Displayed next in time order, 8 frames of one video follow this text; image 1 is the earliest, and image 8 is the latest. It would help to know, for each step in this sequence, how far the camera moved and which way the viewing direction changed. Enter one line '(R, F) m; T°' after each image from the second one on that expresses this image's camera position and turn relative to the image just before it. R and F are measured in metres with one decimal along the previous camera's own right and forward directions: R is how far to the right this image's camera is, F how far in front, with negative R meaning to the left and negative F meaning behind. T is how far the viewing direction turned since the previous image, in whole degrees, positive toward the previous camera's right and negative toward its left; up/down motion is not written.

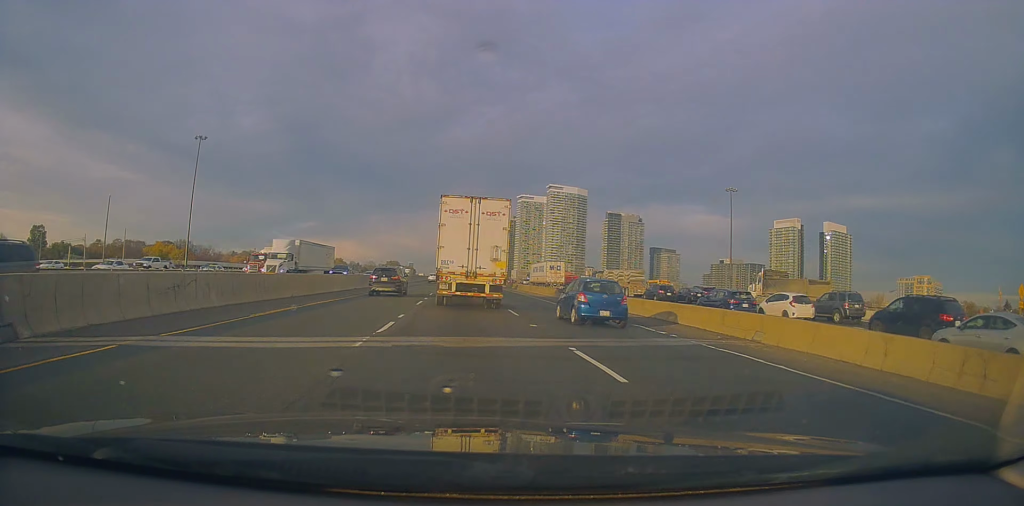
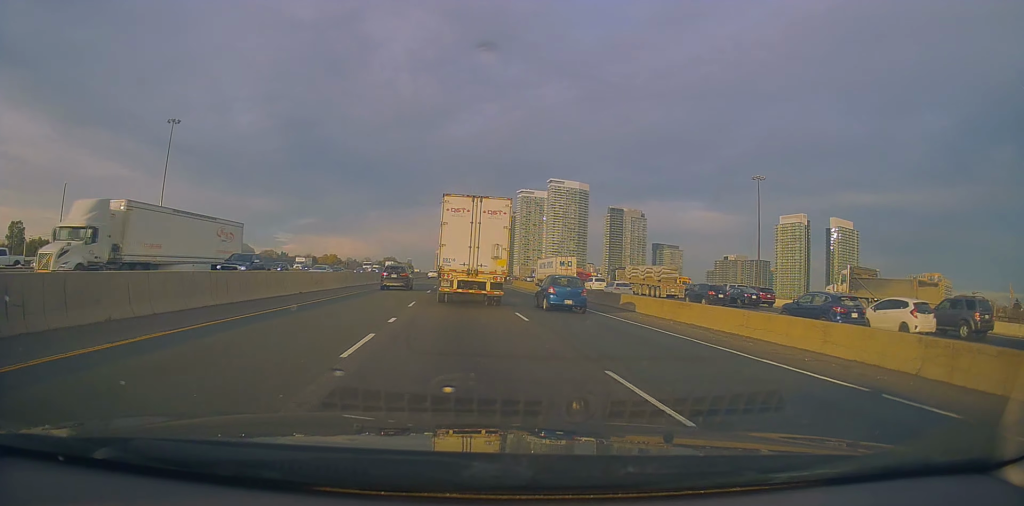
(-0.4, +14.7) m; +1°
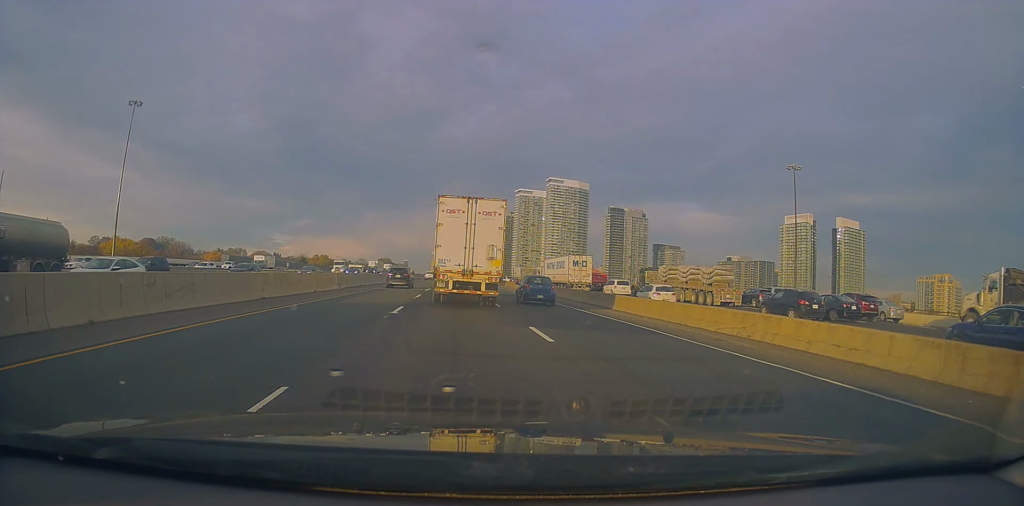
(+0.6, +16.7) m; +1°
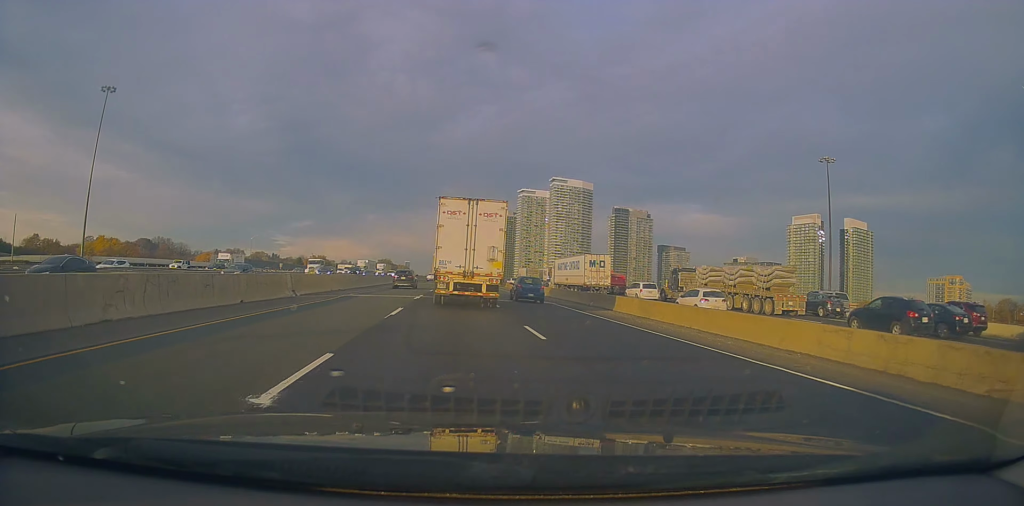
(+0.1, +11.4) m; 0°
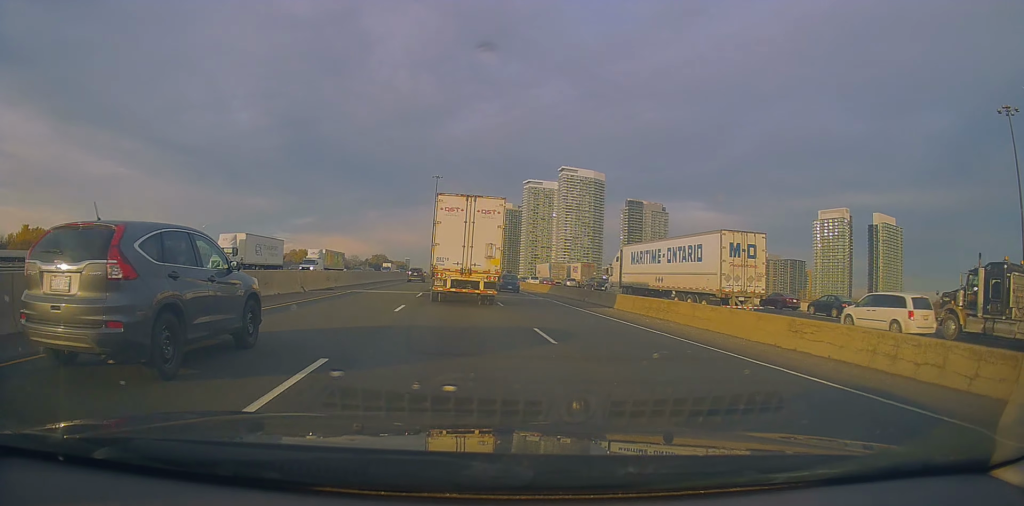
(-1.6, +45.2) m; -1°
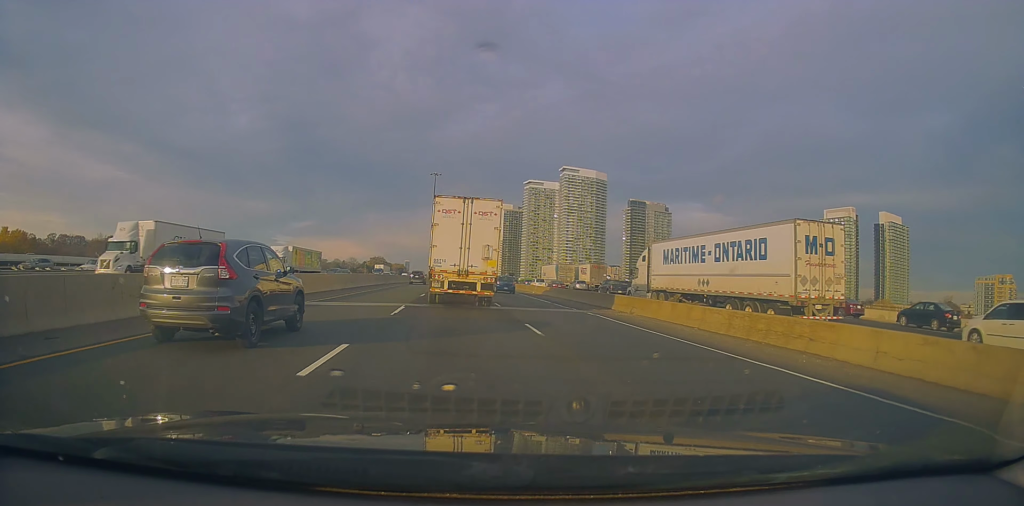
(+0.1, +10.1) m; +1°
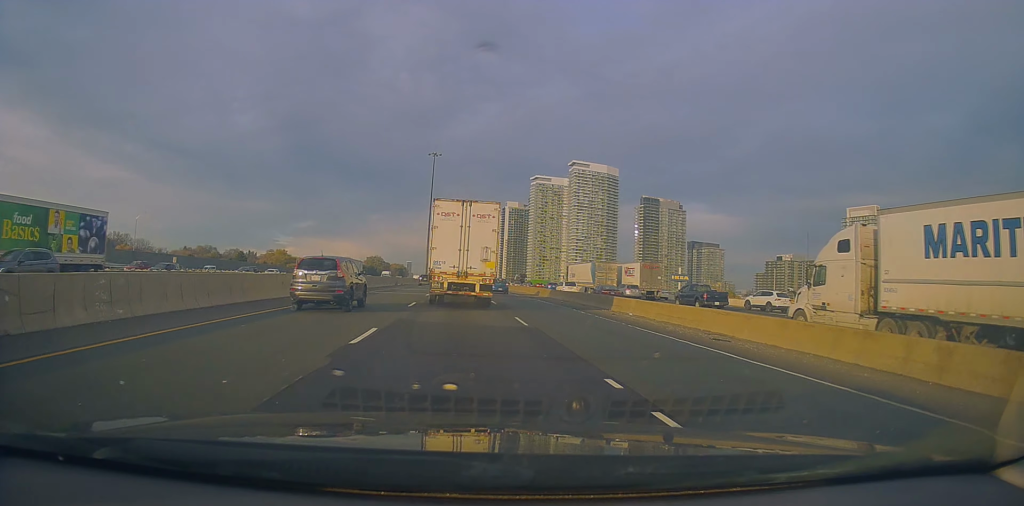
(+0.1, +32.5) m; 0°
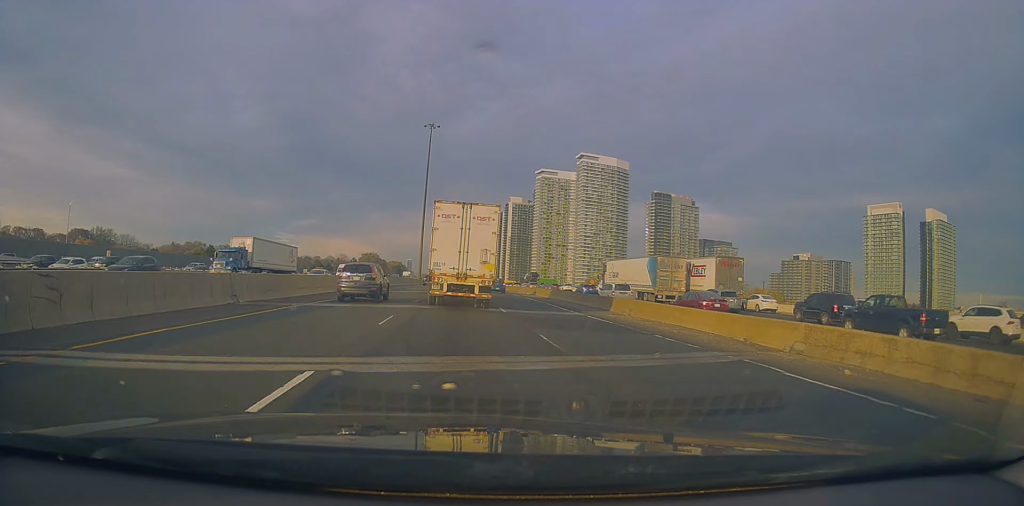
(0.0, +28.7) m; -1°
